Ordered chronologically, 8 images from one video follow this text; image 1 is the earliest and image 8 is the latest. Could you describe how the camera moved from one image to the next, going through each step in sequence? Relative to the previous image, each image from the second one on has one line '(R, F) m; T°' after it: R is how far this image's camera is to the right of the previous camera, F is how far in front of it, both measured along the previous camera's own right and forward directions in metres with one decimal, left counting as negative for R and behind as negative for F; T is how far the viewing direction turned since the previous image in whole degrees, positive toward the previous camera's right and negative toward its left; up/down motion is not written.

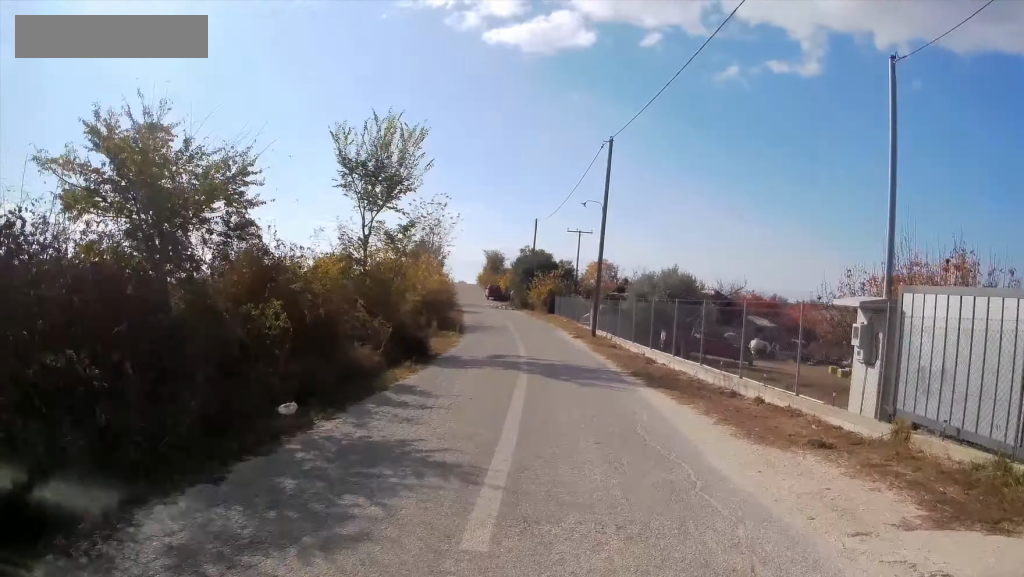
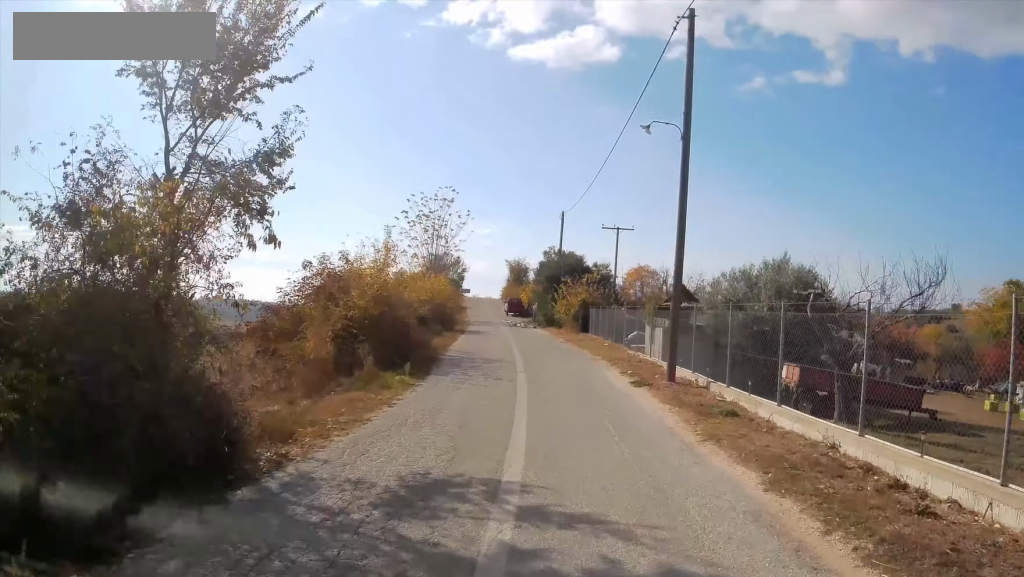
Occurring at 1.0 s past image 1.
(0.0, +14.3) m; 0°
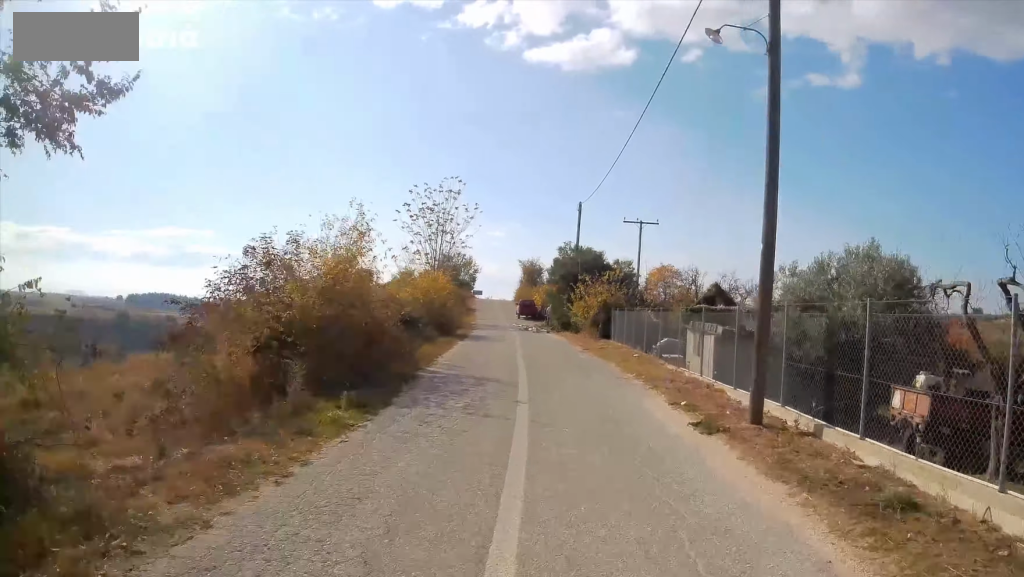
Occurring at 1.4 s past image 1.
(0.0, +5.6) m; 0°
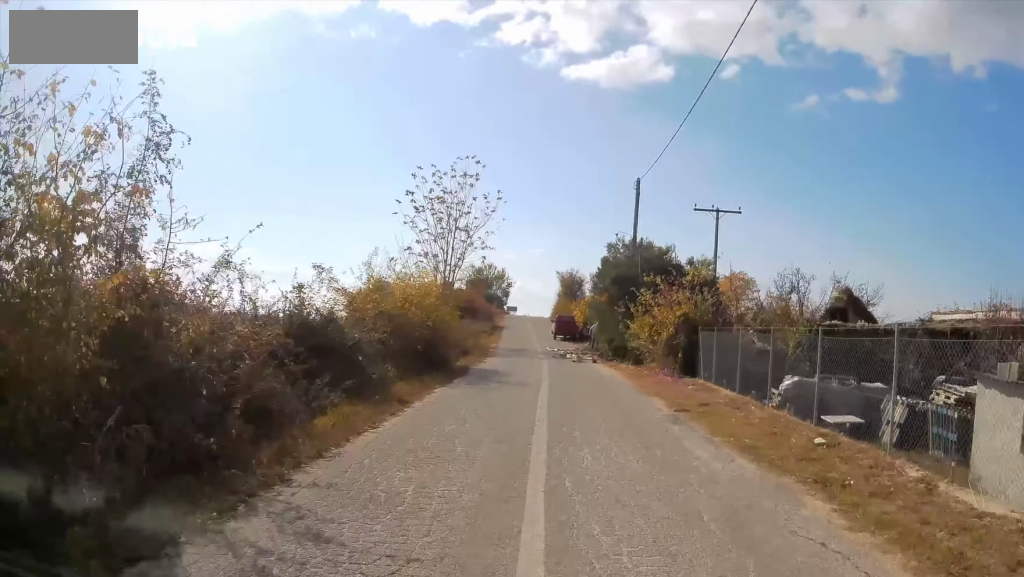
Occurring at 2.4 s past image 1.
(0.0, +12.9) m; -3°
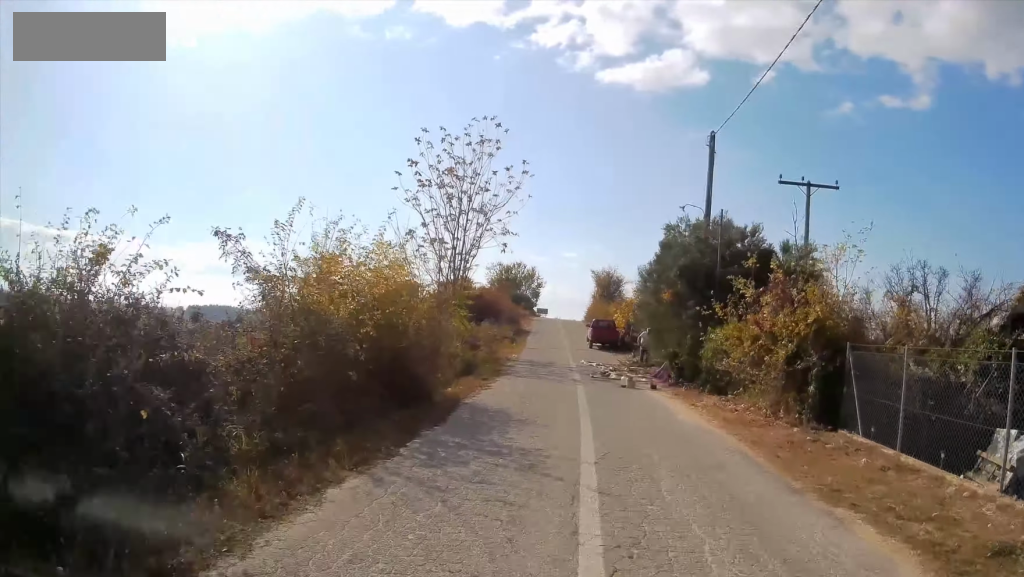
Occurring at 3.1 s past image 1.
(-0.4, +8.9) m; -4°
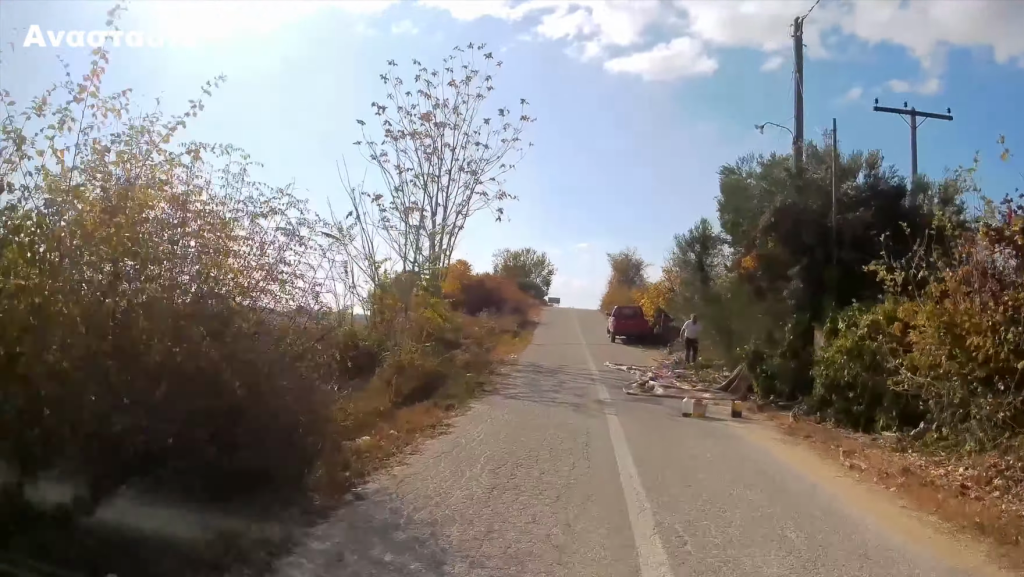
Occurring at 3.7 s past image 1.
(-0.3, +8.3) m; -3°
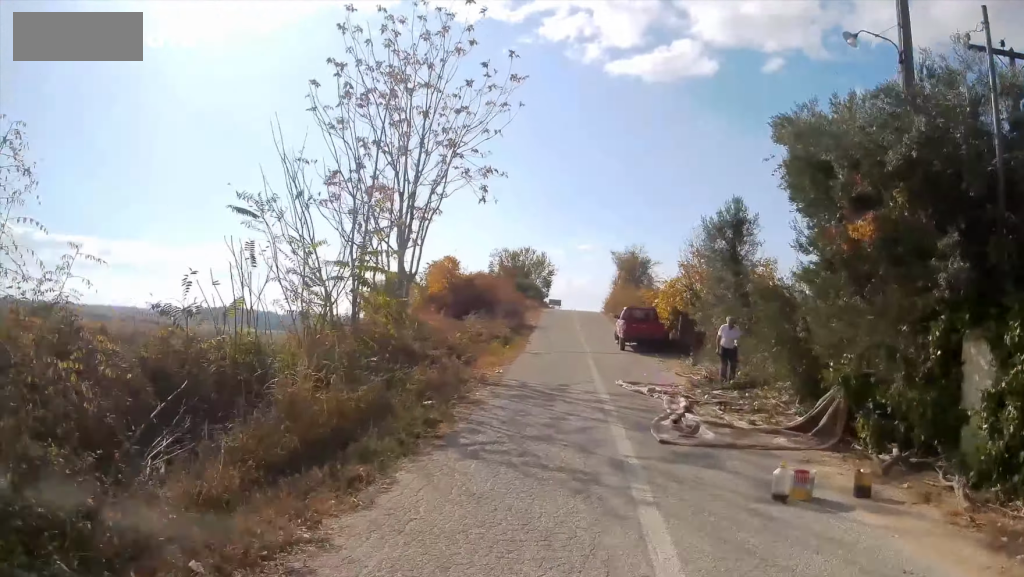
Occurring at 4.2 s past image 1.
(-0.2, +5.3) m; -1°
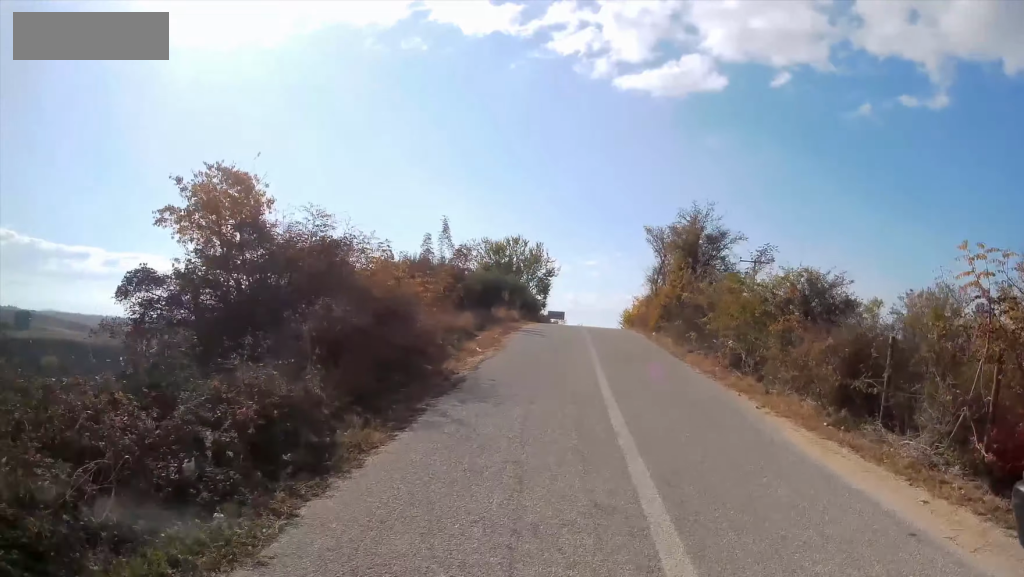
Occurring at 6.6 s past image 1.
(-0.4, +28.3) m; -1°
